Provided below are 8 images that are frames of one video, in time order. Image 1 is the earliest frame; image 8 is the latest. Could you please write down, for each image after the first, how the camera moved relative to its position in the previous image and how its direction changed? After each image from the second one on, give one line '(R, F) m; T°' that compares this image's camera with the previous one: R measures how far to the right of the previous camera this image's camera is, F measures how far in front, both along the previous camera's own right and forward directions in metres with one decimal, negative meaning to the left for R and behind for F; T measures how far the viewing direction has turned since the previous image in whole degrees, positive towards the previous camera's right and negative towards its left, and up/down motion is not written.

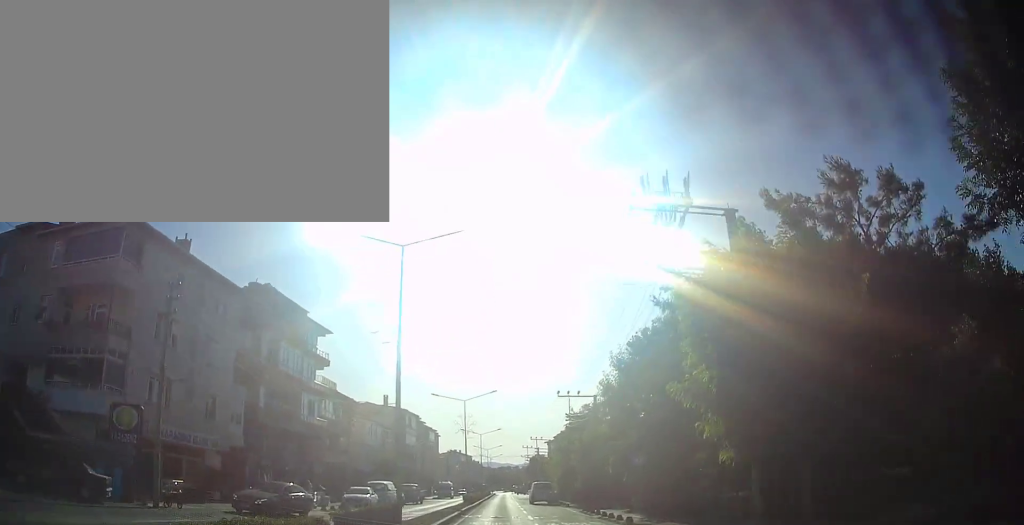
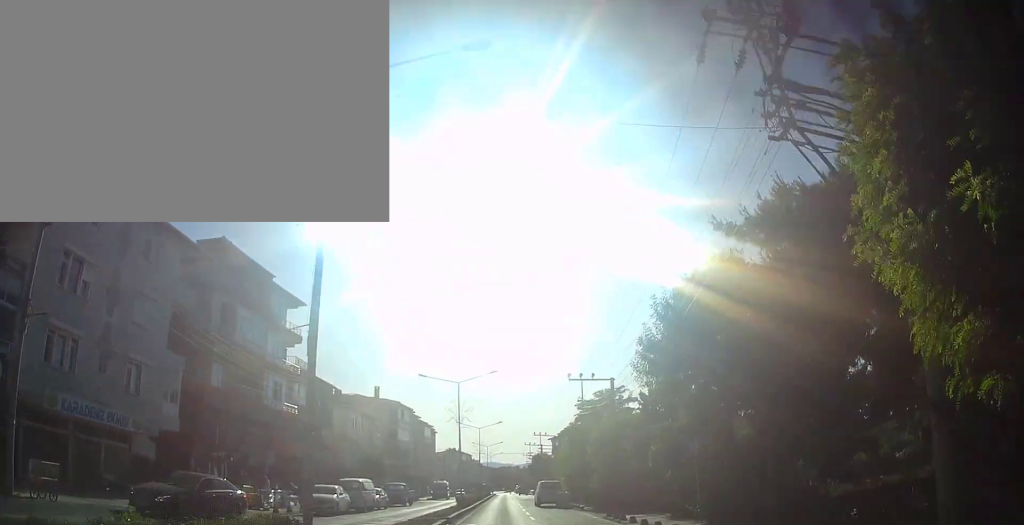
(-0.1, +8.2) m; -1°
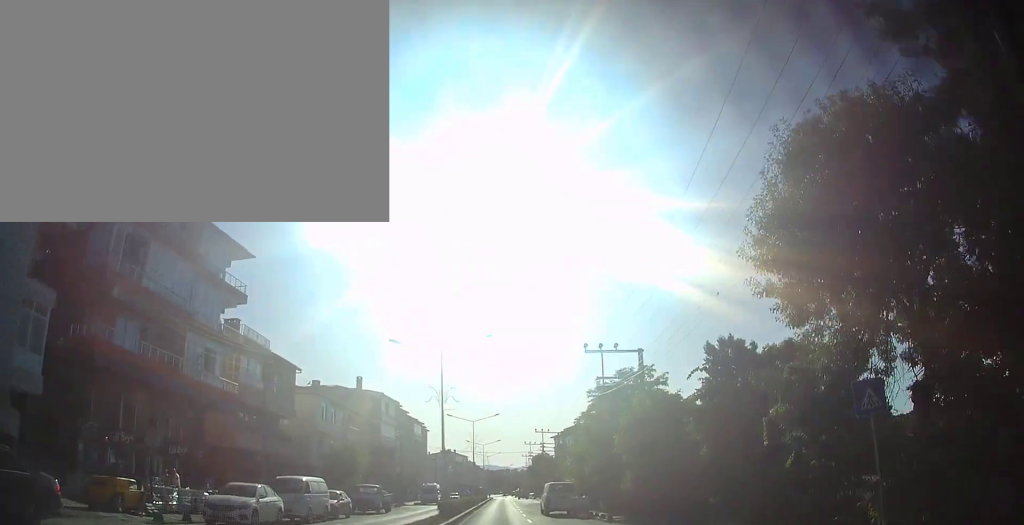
(0.0, +9.9) m; +1°
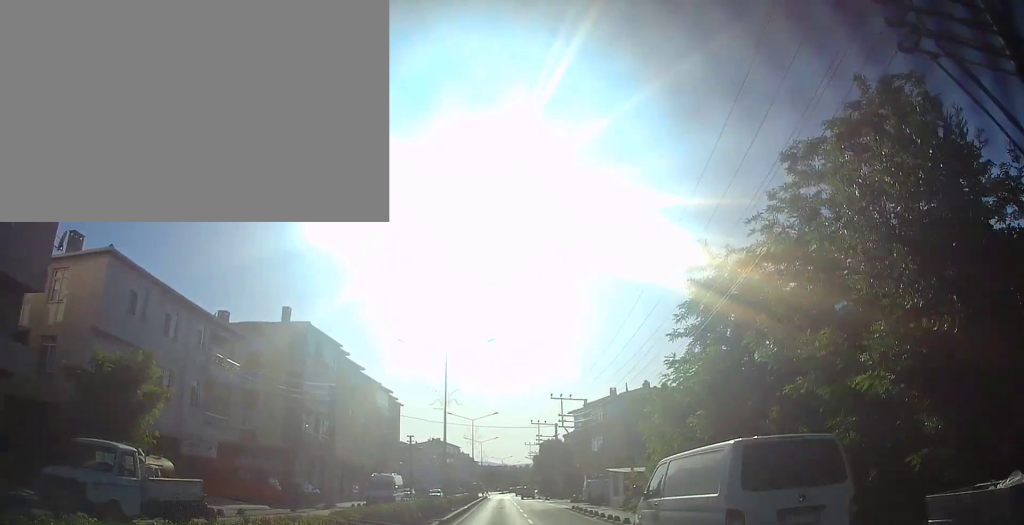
(+0.1, +28.3) m; 0°
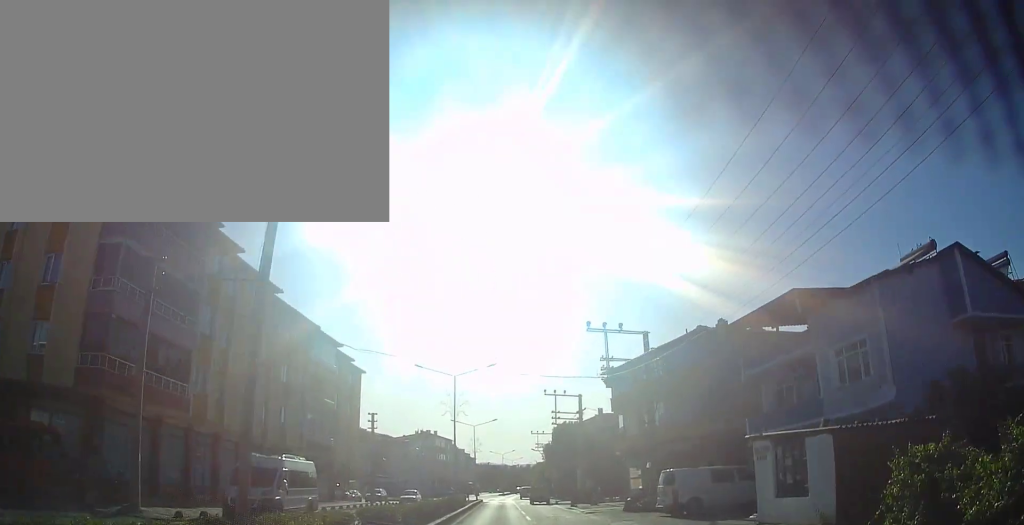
(+0.4, +23.8) m; 0°
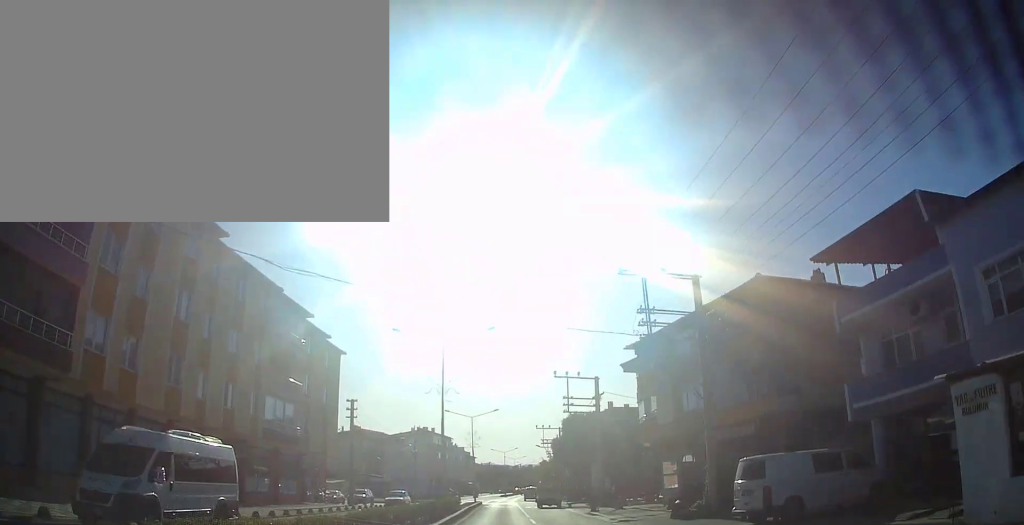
(-0.1, +8.6) m; 0°
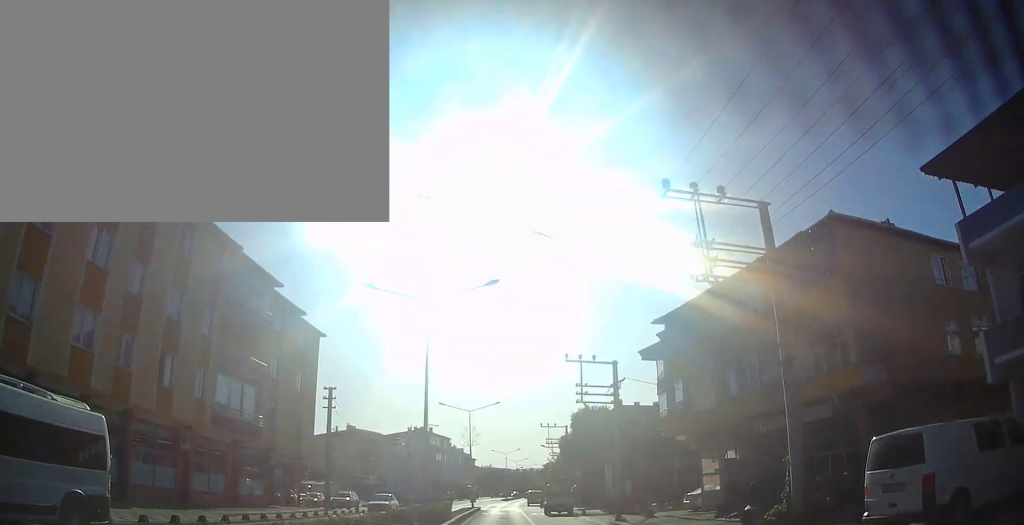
(-0.1, +6.9) m; 0°
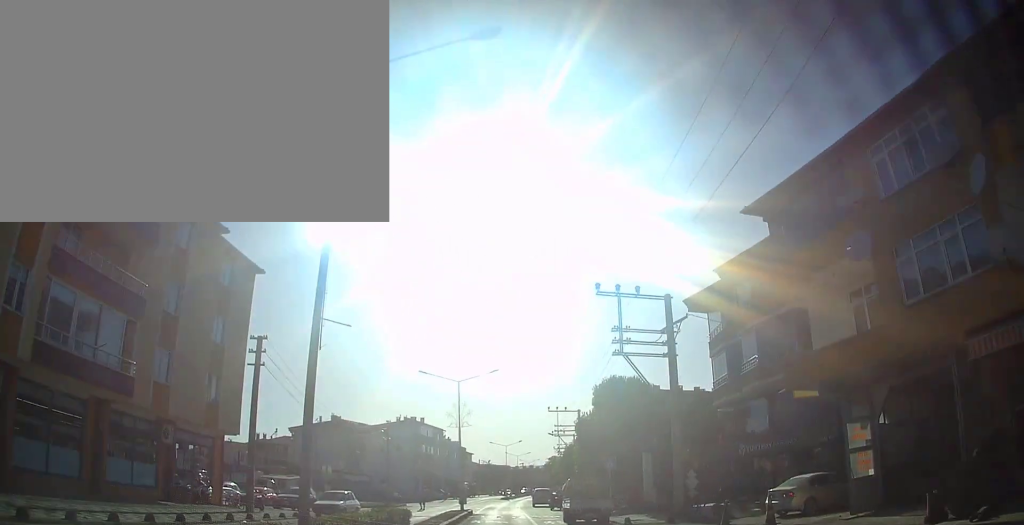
(+0.2, +13.1) m; 0°
